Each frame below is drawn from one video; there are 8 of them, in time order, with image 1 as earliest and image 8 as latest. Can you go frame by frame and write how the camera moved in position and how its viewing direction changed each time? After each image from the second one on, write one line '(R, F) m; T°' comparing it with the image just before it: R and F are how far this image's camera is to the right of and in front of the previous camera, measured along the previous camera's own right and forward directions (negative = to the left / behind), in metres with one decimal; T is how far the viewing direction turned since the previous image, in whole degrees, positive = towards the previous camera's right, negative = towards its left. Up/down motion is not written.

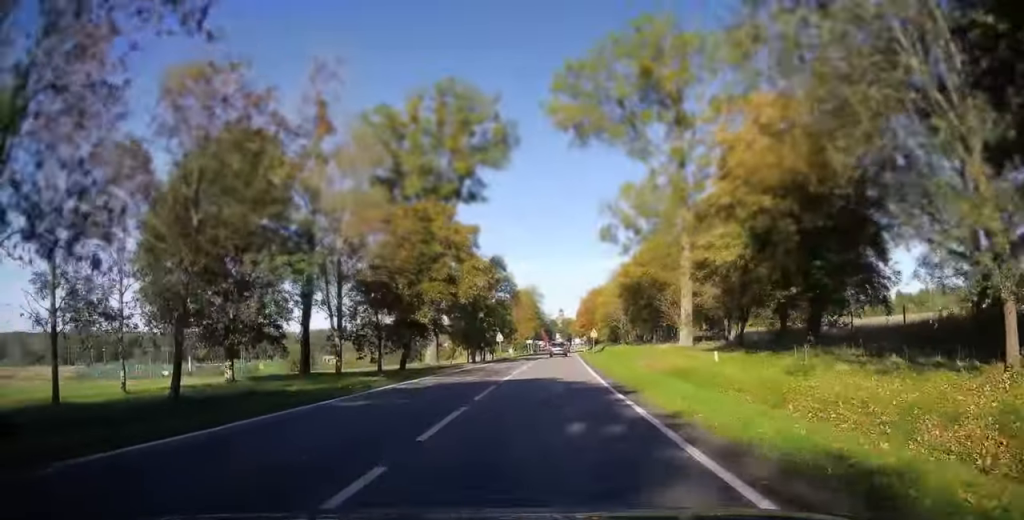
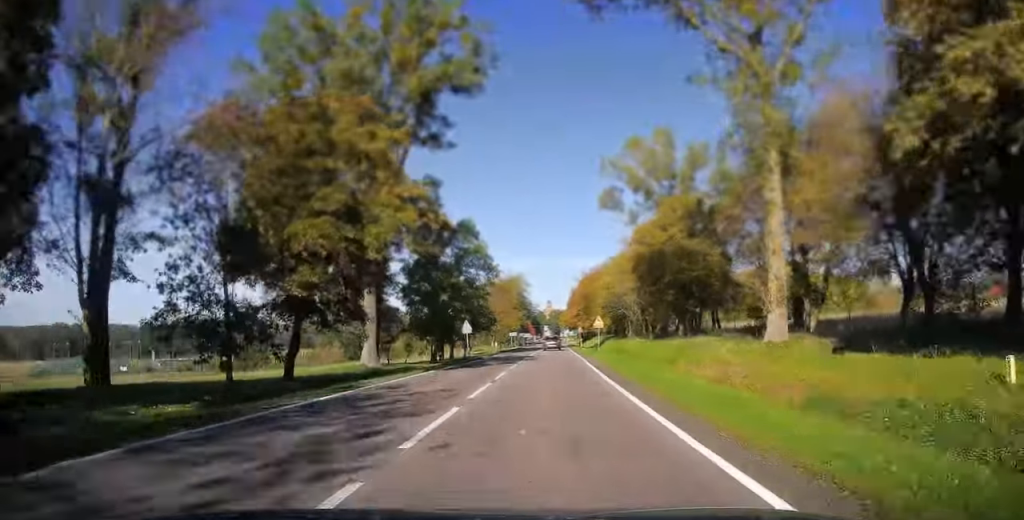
(0.0, +19.0) m; +1°
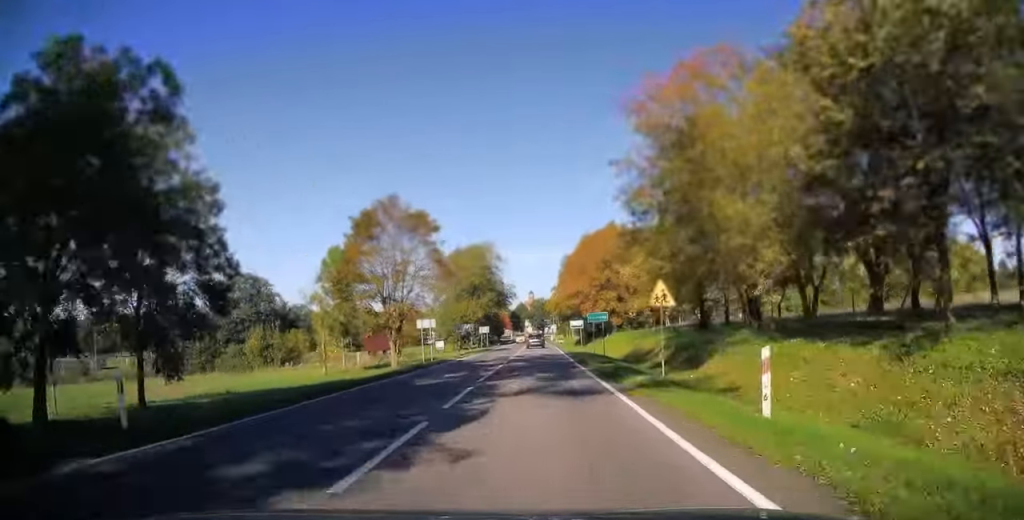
(+1.4, +60.2) m; +2°
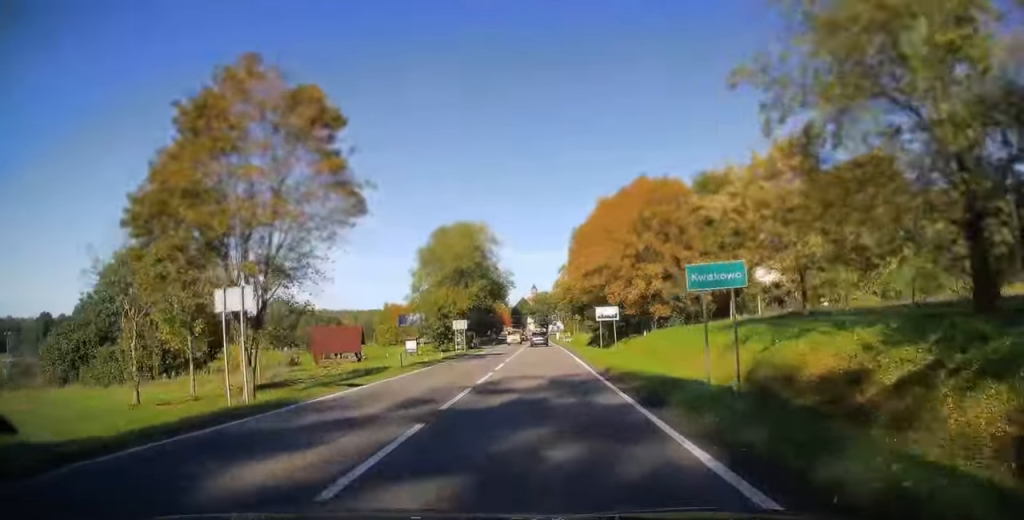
(+0.2, +24.4) m; 0°
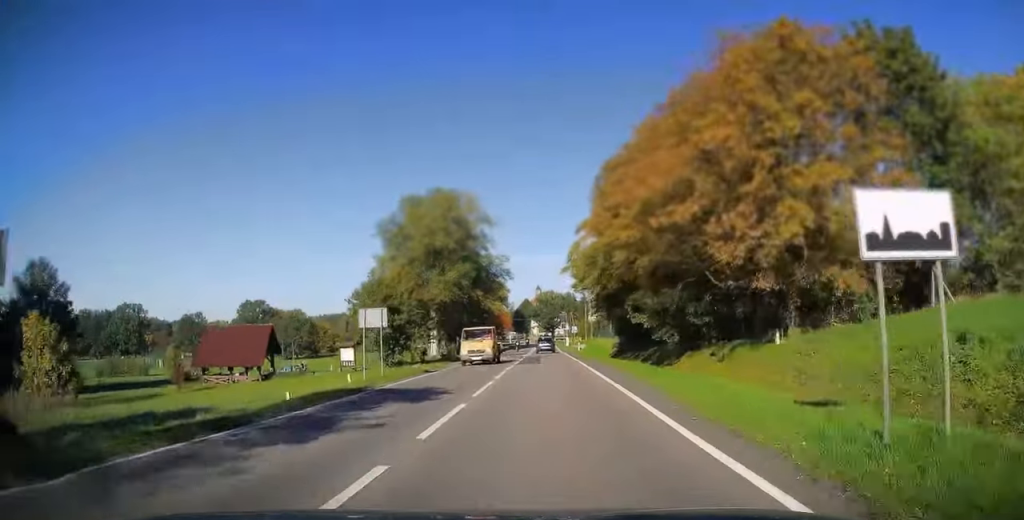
(-0.1, +27.7) m; 0°
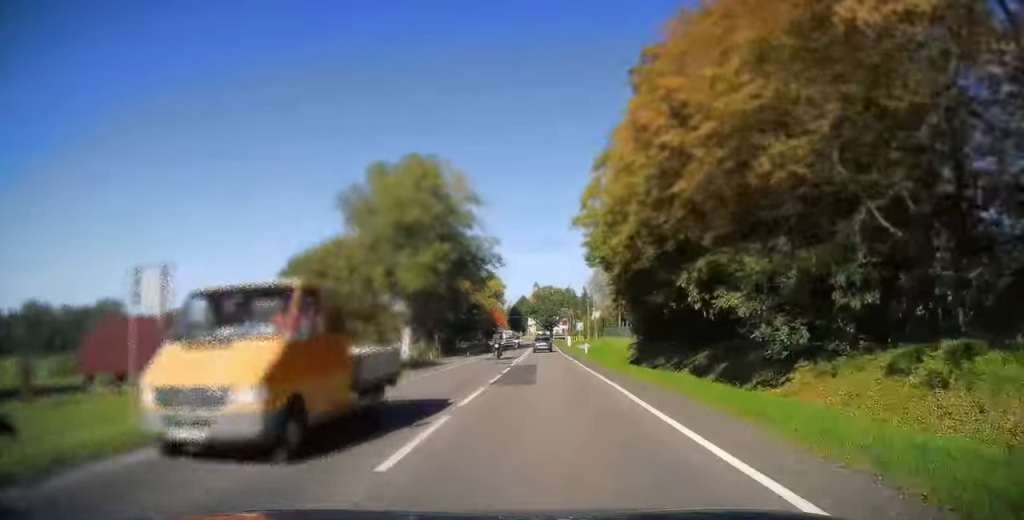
(0.0, +14.7) m; 0°
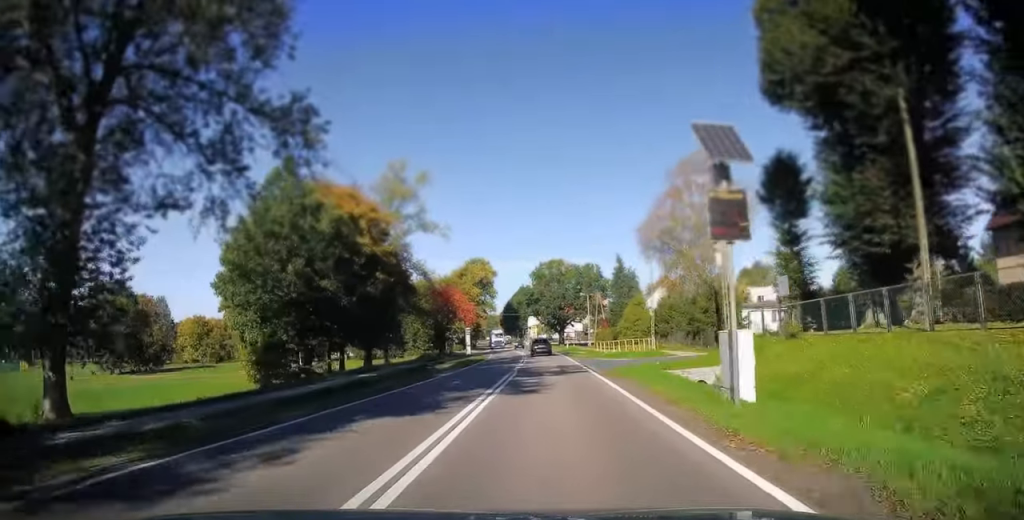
(0.0, +69.0) m; 0°
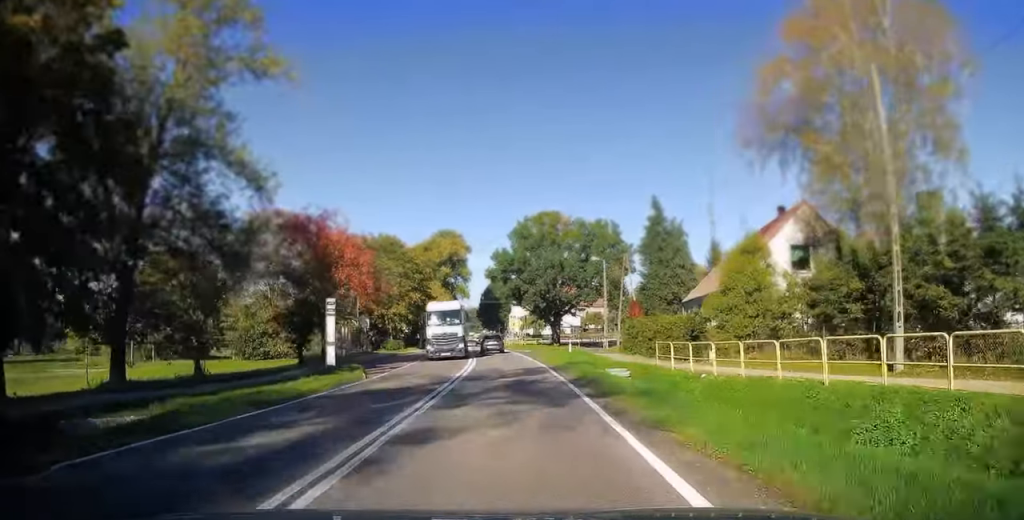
(+0.2, +37.9) m; -1°
